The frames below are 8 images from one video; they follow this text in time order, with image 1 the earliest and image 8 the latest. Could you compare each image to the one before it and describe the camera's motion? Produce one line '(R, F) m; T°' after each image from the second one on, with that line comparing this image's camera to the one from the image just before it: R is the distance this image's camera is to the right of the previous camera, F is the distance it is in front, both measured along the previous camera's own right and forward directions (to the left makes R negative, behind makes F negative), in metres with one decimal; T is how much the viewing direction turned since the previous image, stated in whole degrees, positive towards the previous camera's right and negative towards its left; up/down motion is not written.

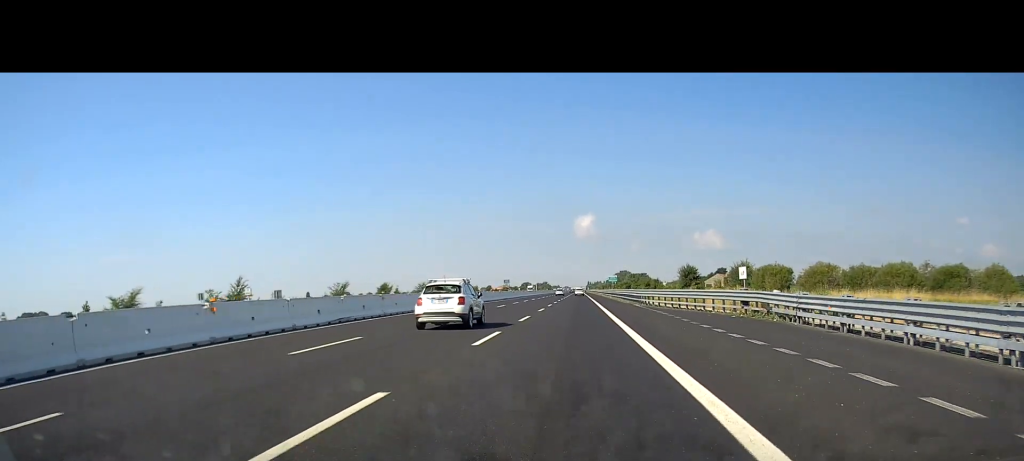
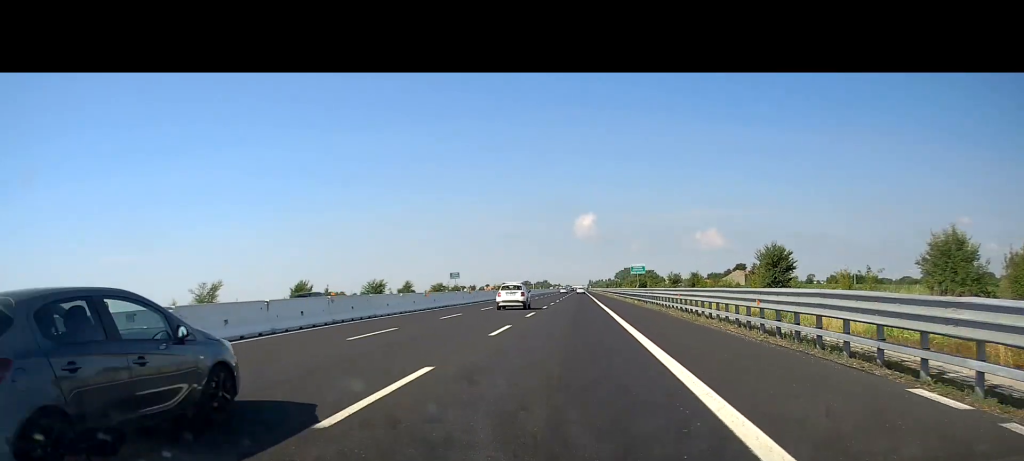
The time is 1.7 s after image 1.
(+0.5, +44.1) m; +1°
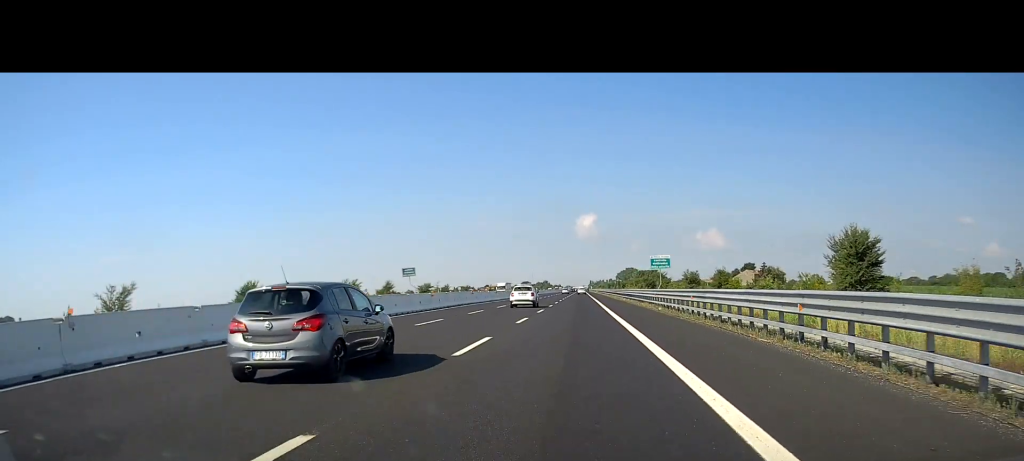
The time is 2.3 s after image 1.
(0.0, +16.7) m; 0°
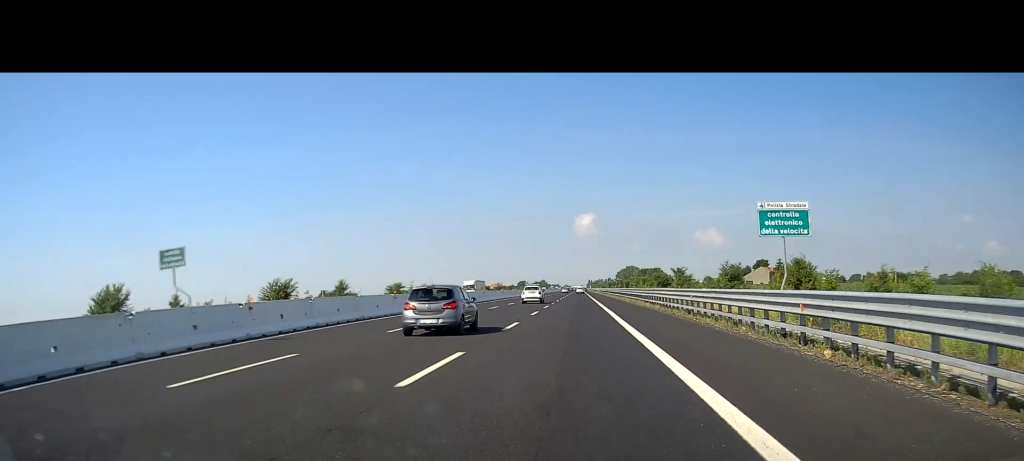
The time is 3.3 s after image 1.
(-0.1, +27.3) m; 0°
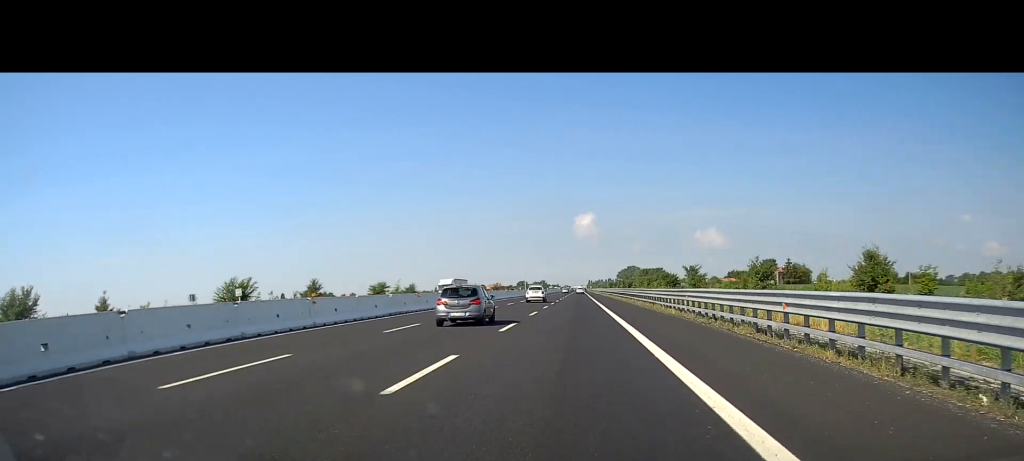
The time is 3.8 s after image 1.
(0.0, +12.3) m; 0°
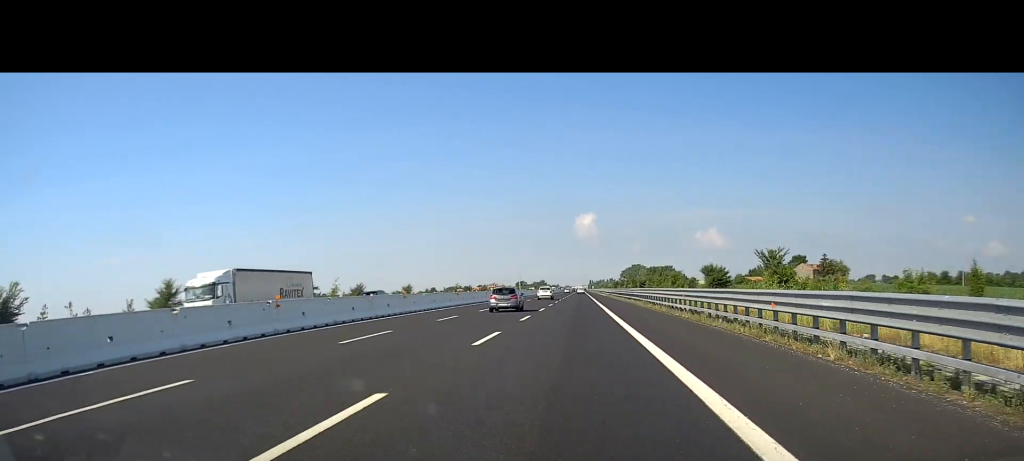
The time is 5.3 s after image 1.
(+0.1, +39.6) m; 0°
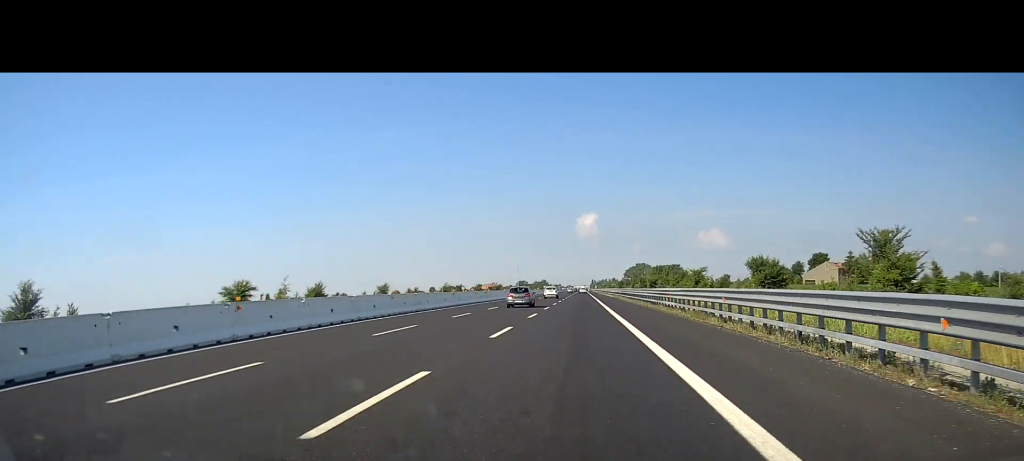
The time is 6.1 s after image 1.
(0.0, +21.1) m; 0°
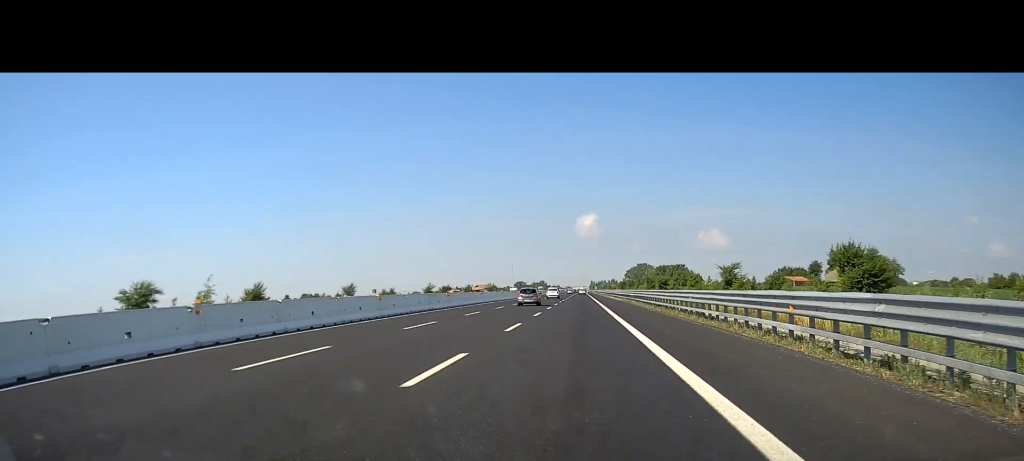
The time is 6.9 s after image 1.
(-0.1, +20.2) m; 0°
